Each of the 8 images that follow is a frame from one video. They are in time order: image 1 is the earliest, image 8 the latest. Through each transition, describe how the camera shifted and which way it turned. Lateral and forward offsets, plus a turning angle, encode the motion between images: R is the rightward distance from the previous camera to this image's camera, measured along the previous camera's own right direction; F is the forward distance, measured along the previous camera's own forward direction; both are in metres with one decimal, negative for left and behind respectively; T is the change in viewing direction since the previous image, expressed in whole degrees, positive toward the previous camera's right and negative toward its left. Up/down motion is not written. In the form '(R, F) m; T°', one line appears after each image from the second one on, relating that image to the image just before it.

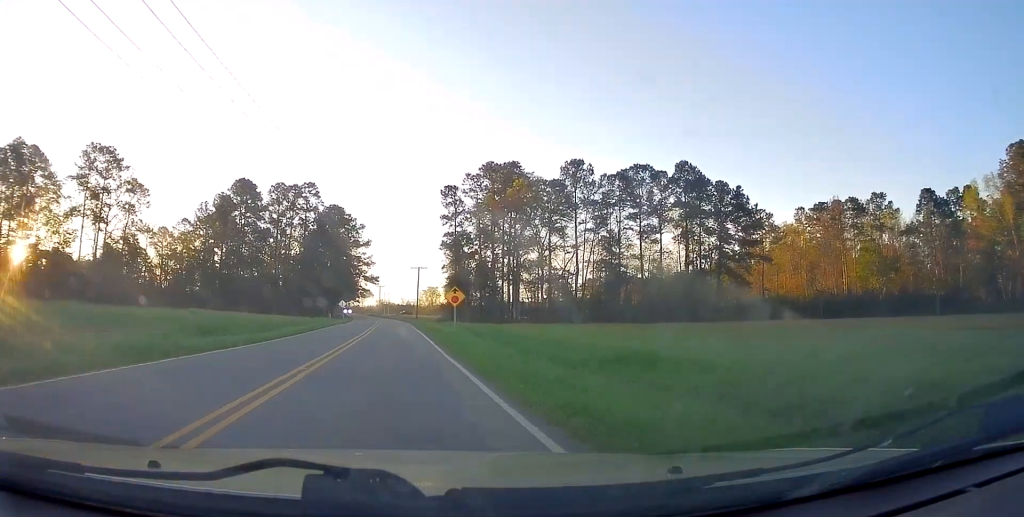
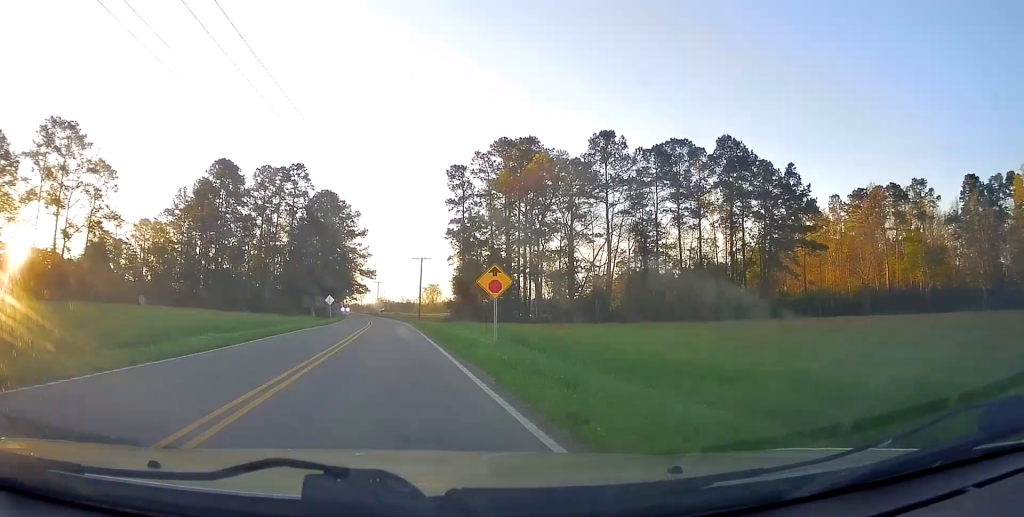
(+0.1, +14.7) m; +1°
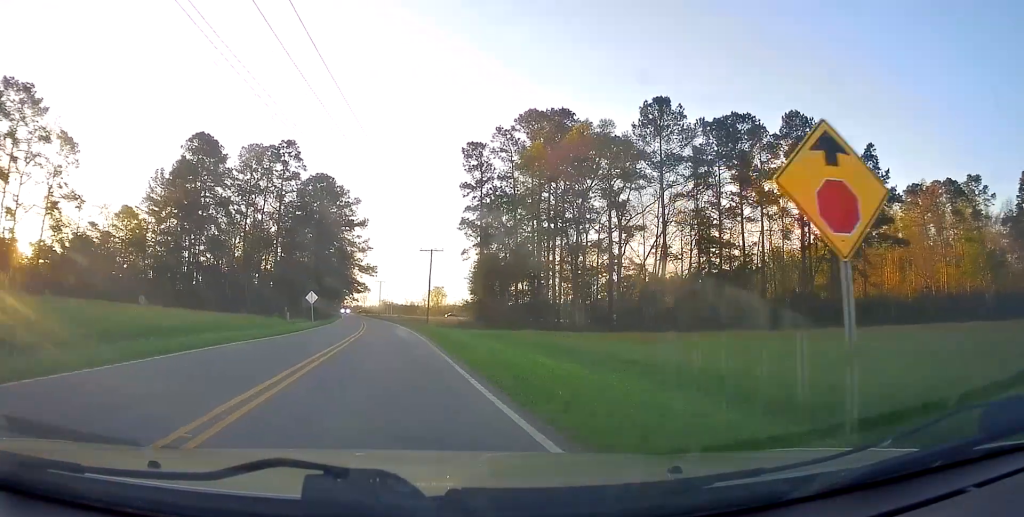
(+0.1, +14.9) m; +1°
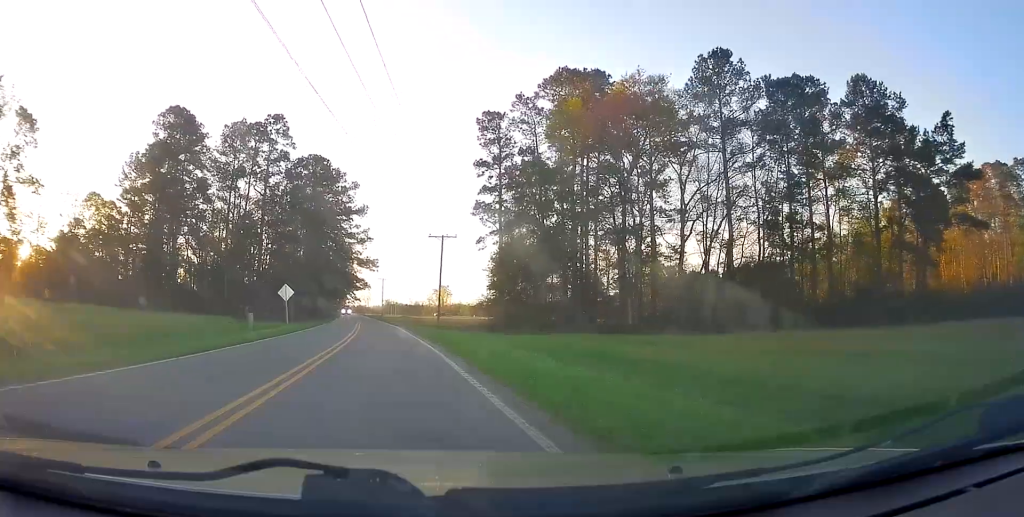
(0.0, +11.9) m; 0°
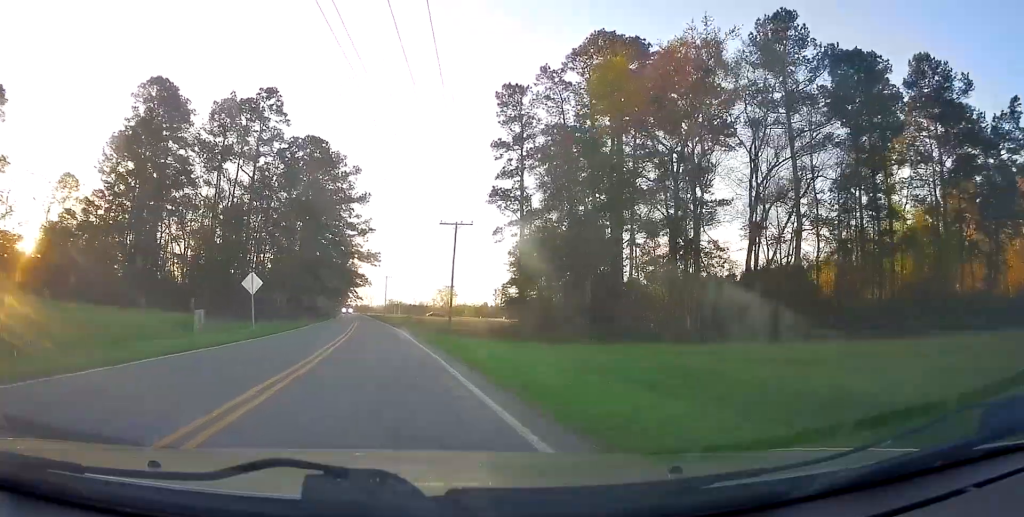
(0.0, +9.1) m; 0°
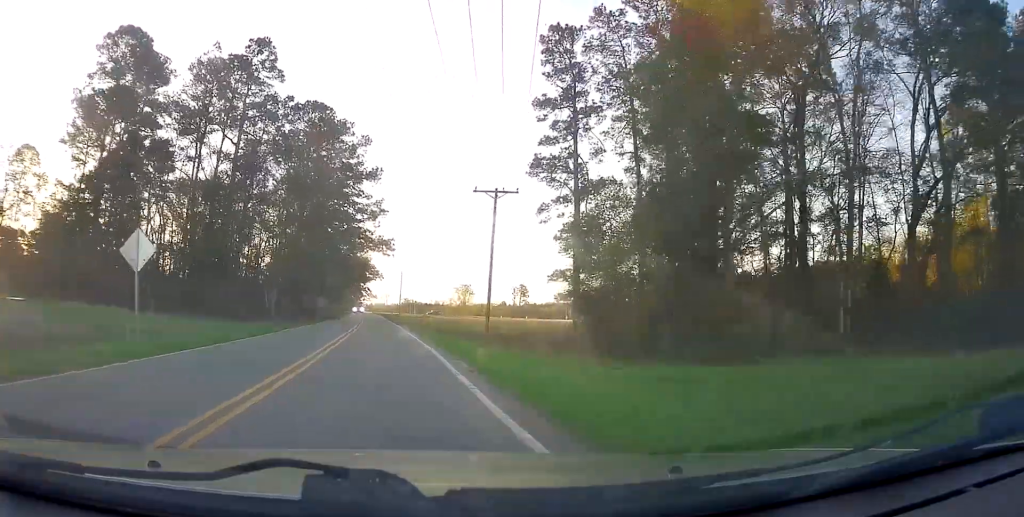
(-0.2, +13.7) m; 0°
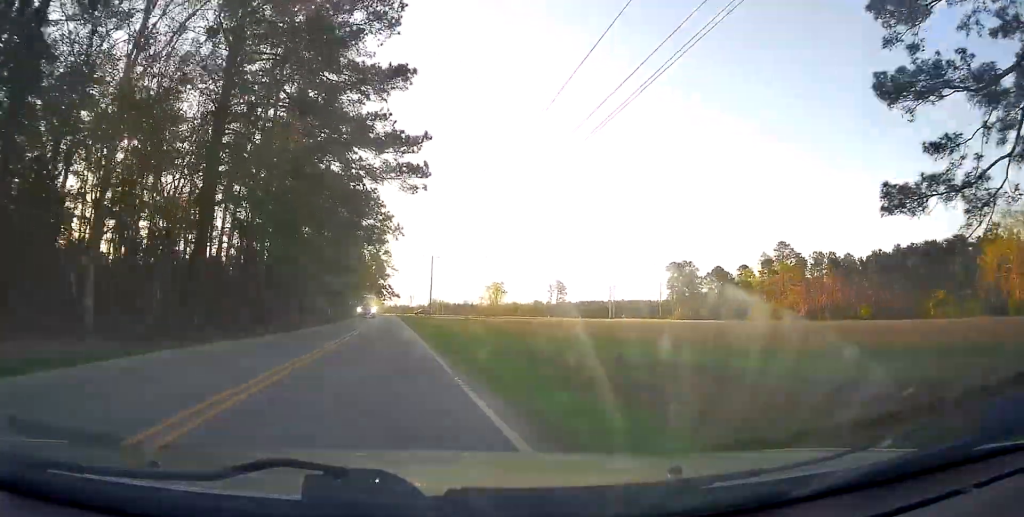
(0.0, +40.0) m; -2°
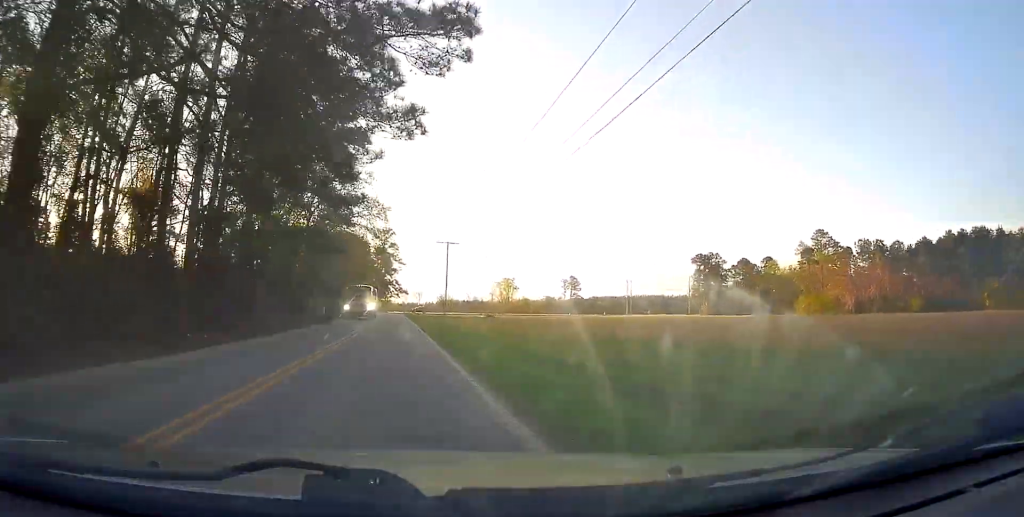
(-0.4, +16.1) m; -1°
